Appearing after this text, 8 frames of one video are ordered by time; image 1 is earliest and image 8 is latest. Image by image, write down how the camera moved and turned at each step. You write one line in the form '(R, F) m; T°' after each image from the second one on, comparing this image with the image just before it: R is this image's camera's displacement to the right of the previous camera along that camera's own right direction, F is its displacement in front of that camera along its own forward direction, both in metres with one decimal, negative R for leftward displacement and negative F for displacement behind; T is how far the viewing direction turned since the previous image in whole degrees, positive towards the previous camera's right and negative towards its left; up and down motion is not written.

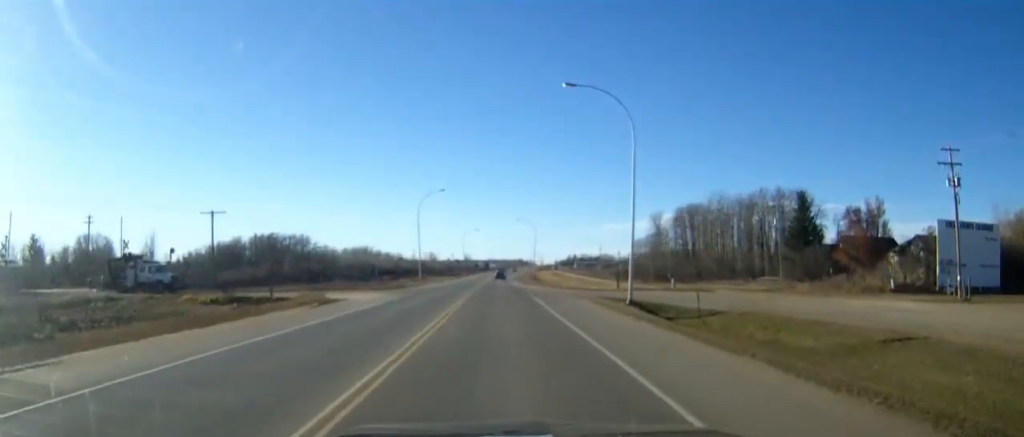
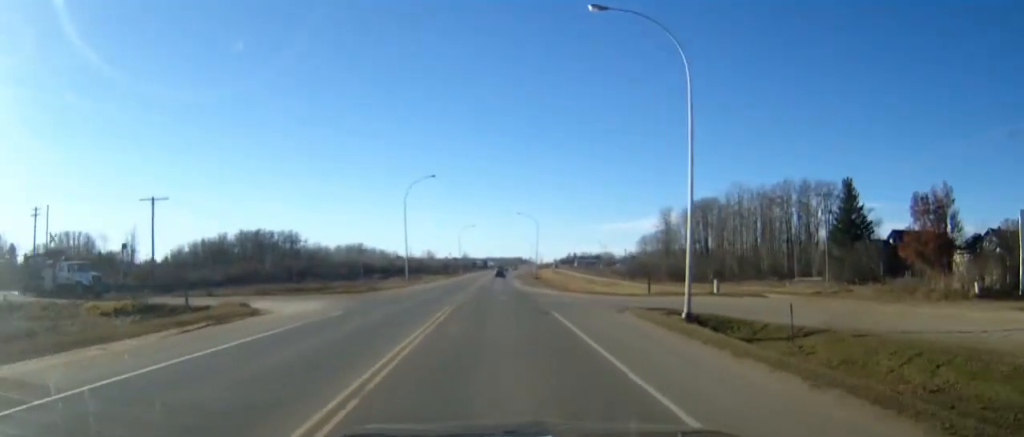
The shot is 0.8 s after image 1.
(+0.1, +13.3) m; 0°
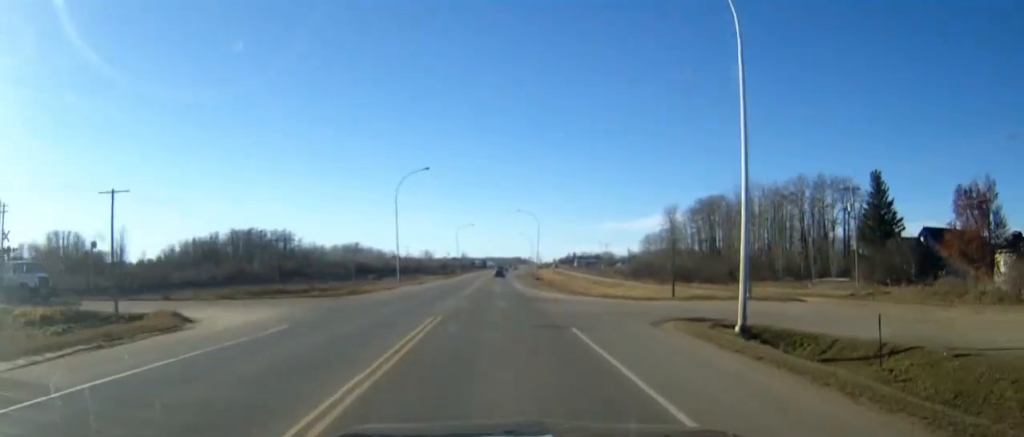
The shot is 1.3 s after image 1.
(0.0, +6.9) m; 0°
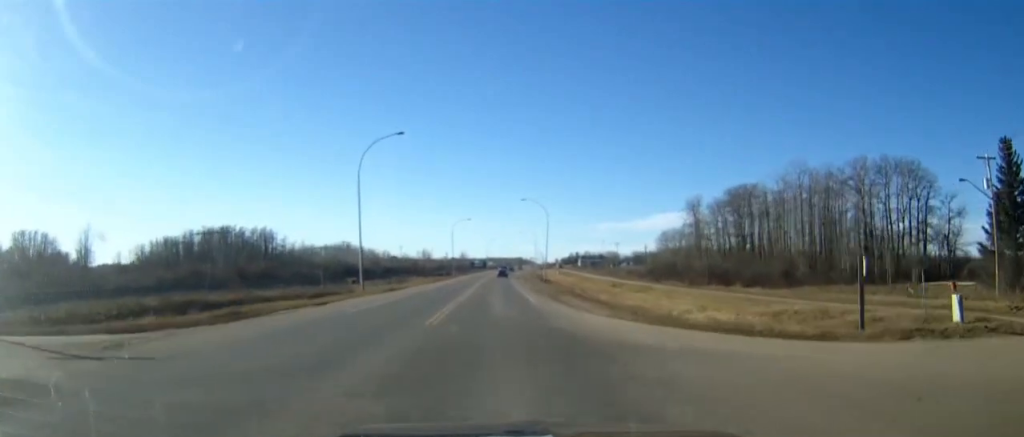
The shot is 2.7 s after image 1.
(0.0, +22.4) m; 0°
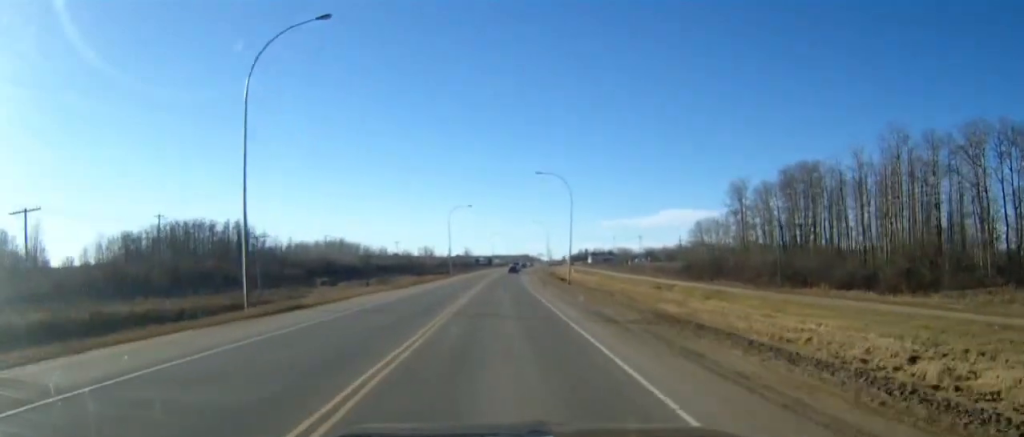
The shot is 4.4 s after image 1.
(0.0, +28.6) m; 0°
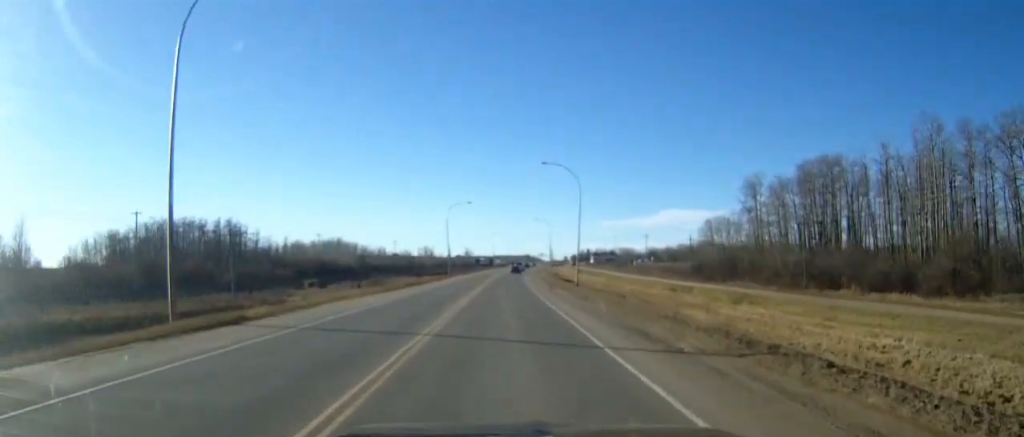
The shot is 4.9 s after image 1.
(0.0, +7.6) m; 0°
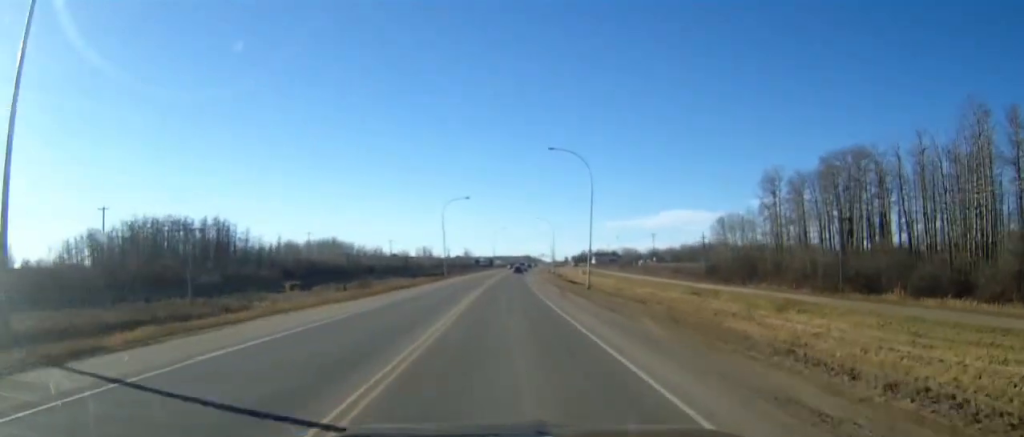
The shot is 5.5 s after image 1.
(0.0, +9.3) m; 0°
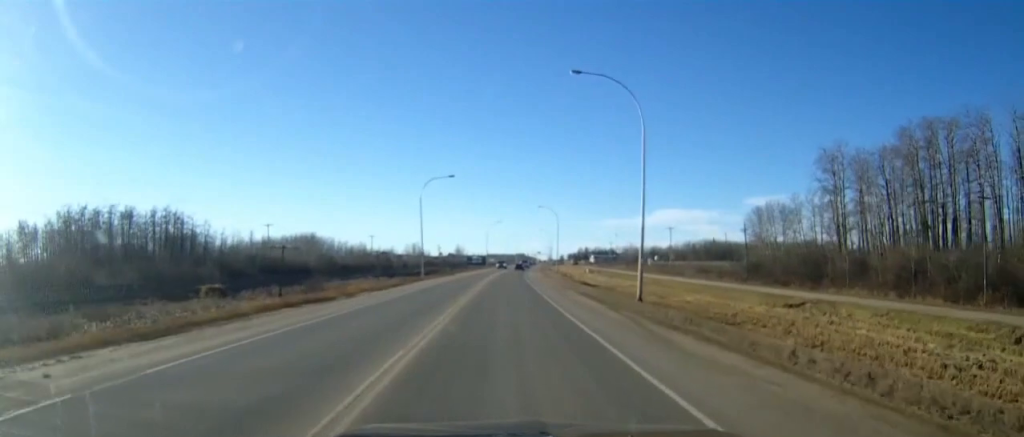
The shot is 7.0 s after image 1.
(0.0, +26.1) m; 0°
